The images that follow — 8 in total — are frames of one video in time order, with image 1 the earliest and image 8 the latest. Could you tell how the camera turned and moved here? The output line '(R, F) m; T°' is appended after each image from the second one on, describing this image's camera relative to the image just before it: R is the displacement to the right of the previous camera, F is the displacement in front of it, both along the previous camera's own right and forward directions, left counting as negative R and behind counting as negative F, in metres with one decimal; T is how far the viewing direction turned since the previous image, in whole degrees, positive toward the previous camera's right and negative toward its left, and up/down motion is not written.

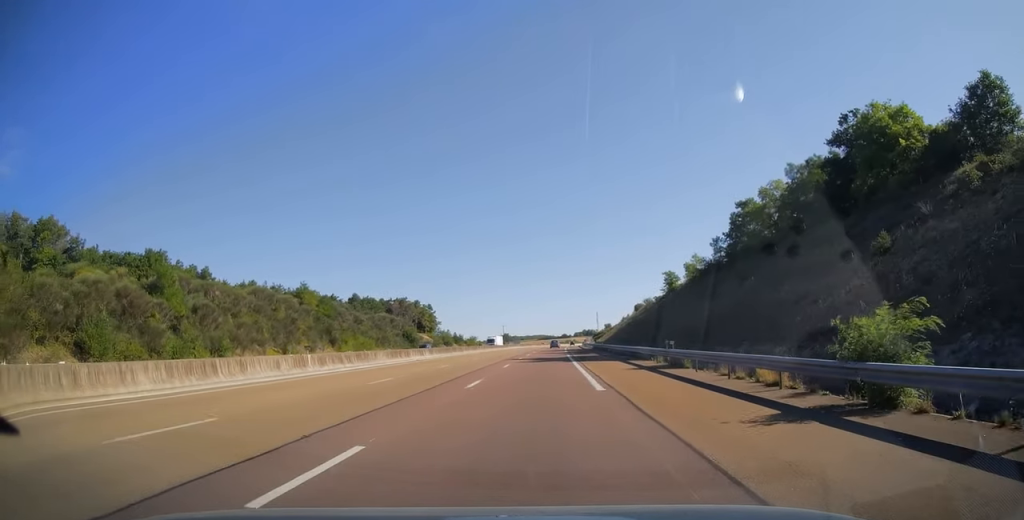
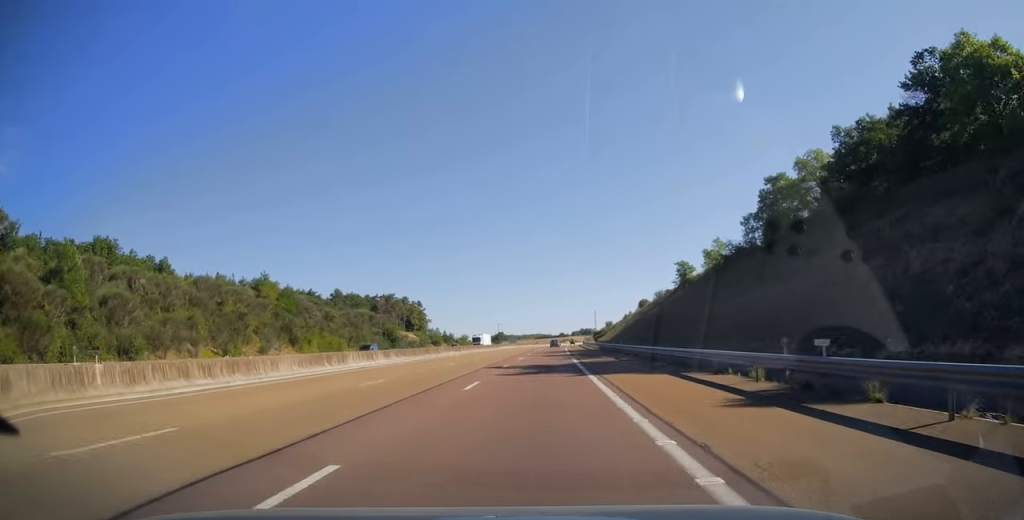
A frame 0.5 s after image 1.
(0.0, +14.1) m; 0°
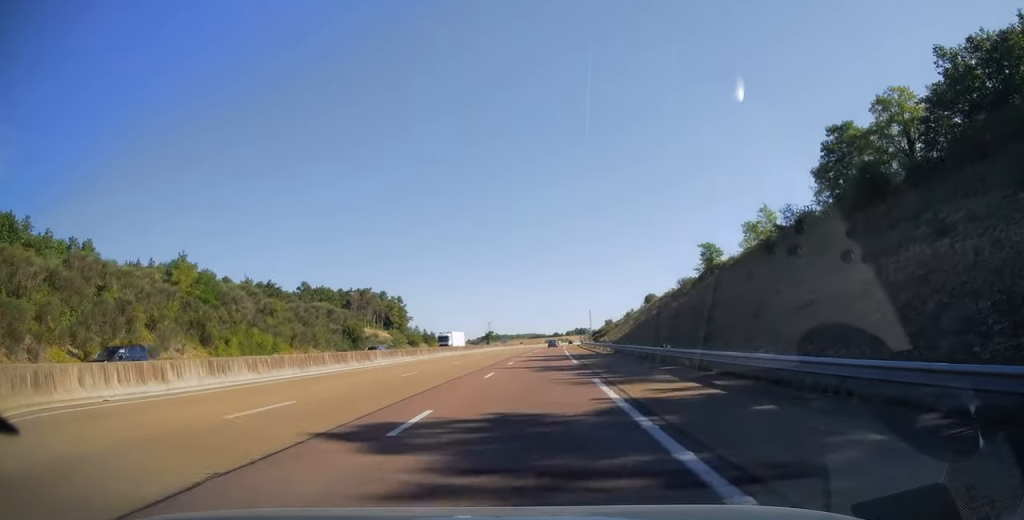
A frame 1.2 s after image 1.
(+0.1, +20.8) m; 0°
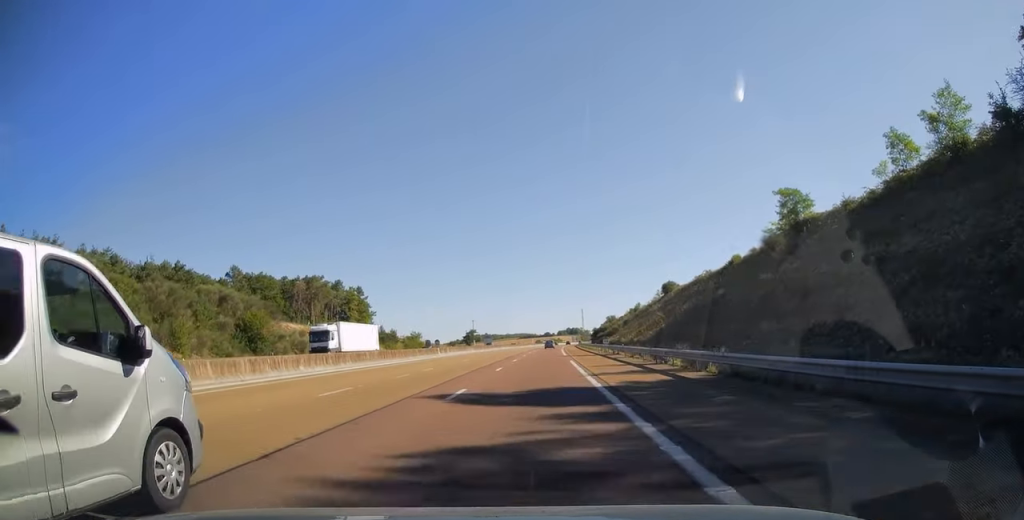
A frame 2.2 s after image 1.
(+0.2, +33.5) m; +1°
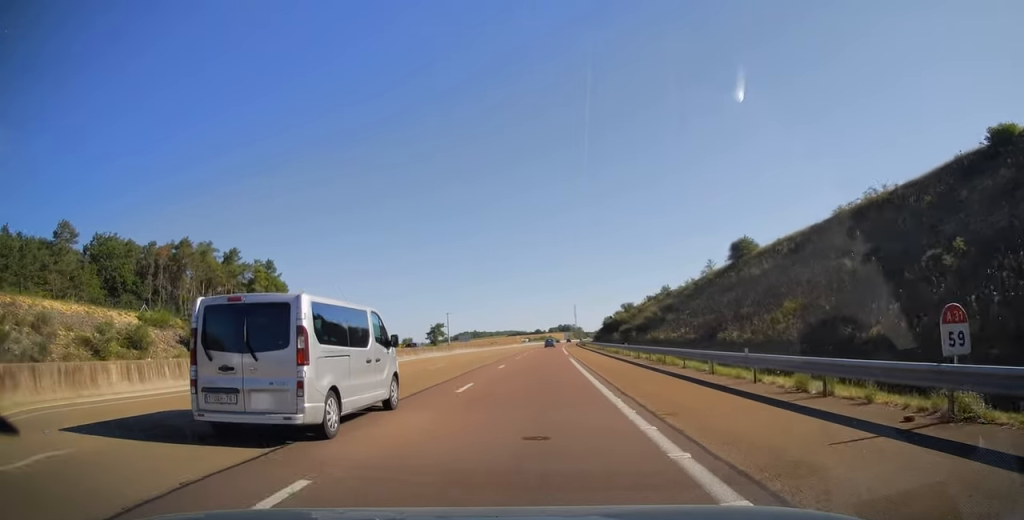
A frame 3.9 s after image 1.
(+0.4, +50.5) m; +1°
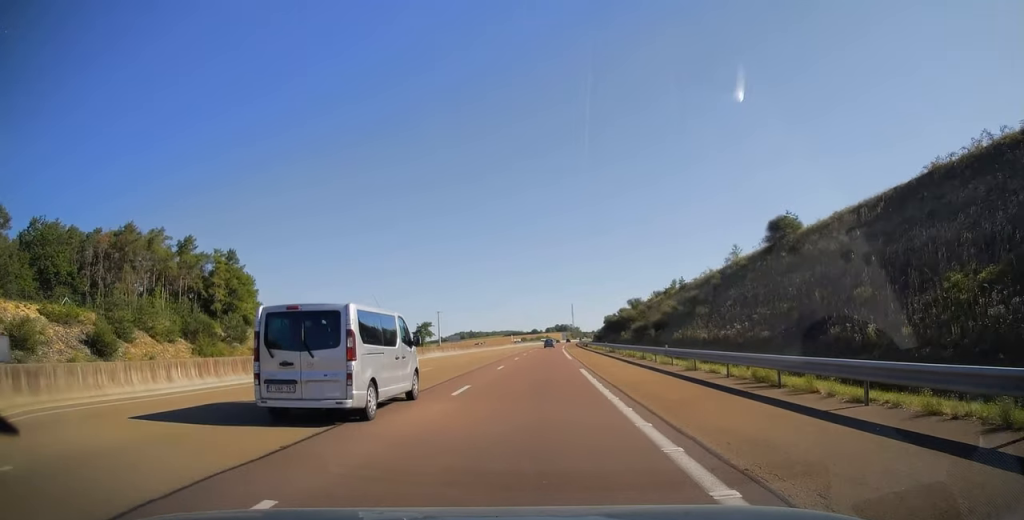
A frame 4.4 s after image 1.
(0.0, +13.8) m; 0°
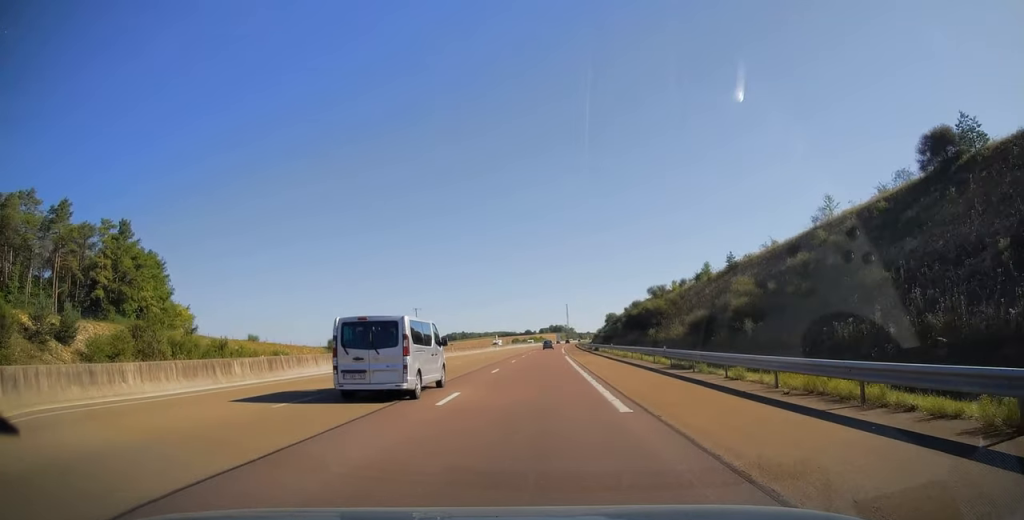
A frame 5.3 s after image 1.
(+0.1, +28.0) m; +1°
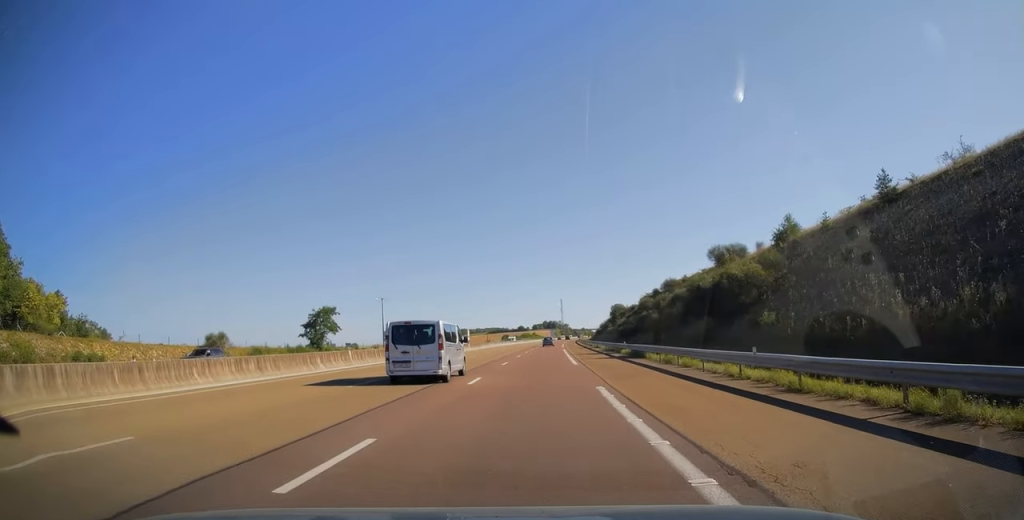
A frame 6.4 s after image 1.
(+0.2, +33.4) m; +1°
